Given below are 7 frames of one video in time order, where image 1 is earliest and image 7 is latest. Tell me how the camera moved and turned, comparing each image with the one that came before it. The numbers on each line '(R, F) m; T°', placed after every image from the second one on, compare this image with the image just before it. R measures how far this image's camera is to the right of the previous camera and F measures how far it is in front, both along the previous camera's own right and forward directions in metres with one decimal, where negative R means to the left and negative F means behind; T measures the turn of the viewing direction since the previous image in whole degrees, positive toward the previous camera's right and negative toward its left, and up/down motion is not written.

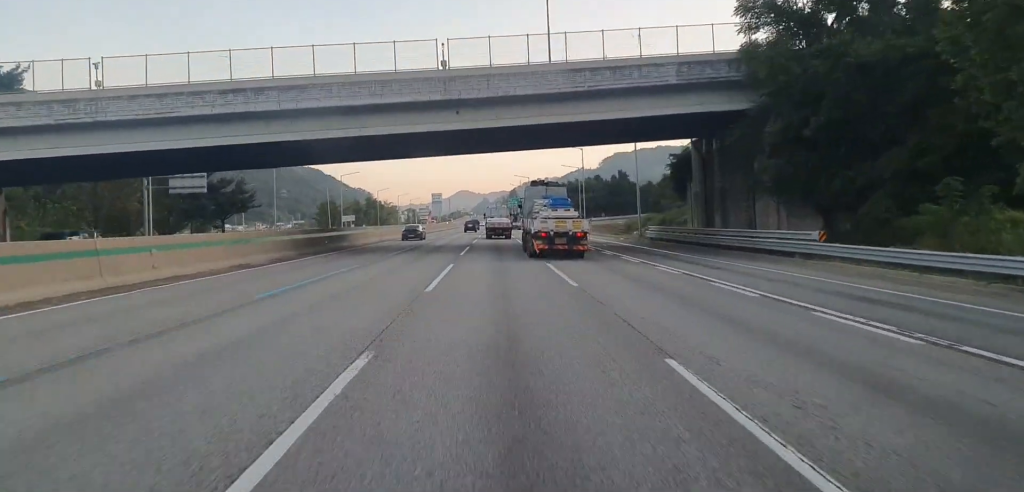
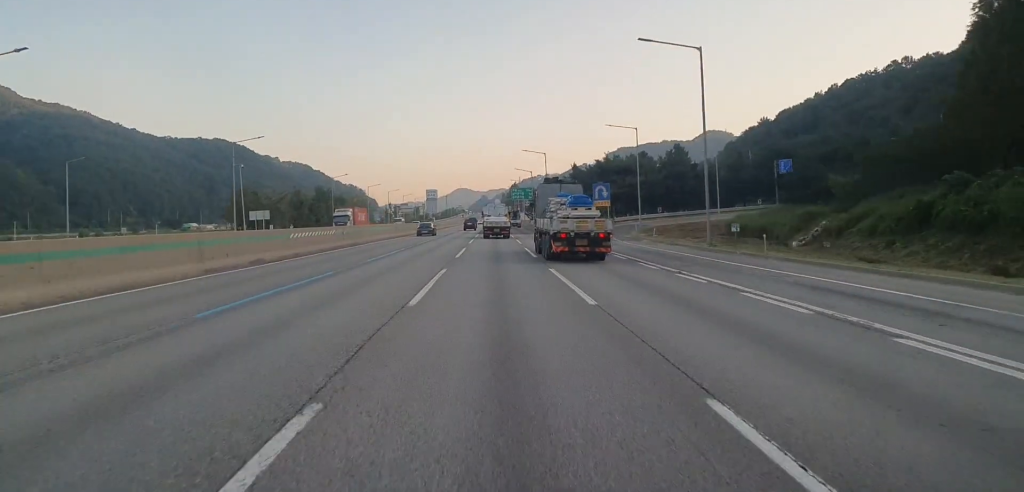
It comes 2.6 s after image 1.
(-0.1, +64.2) m; 0°
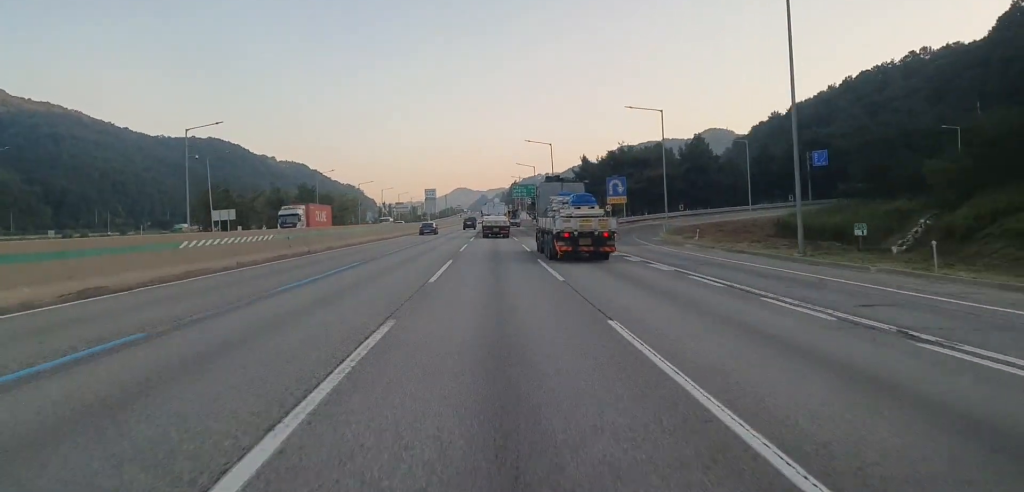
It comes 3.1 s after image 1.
(0.0, +14.3) m; 0°
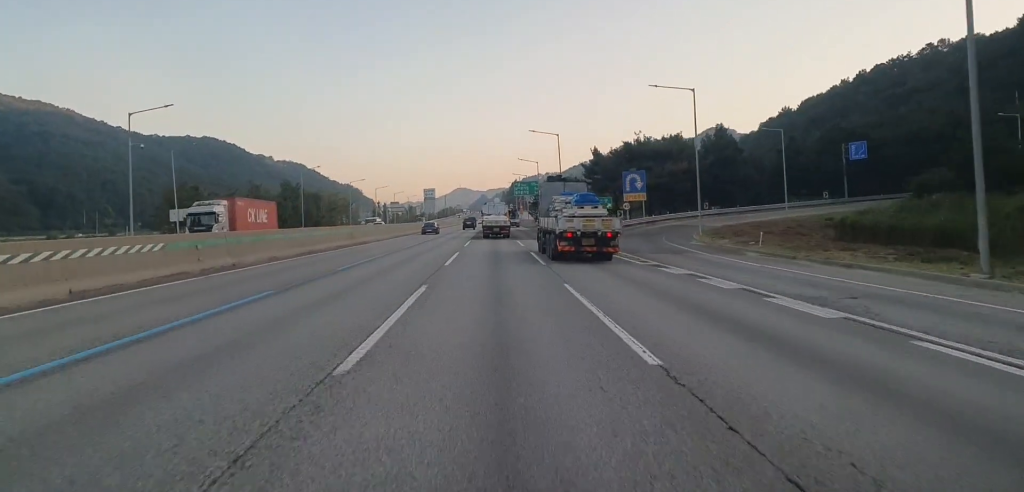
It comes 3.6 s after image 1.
(0.0, +12.5) m; 0°
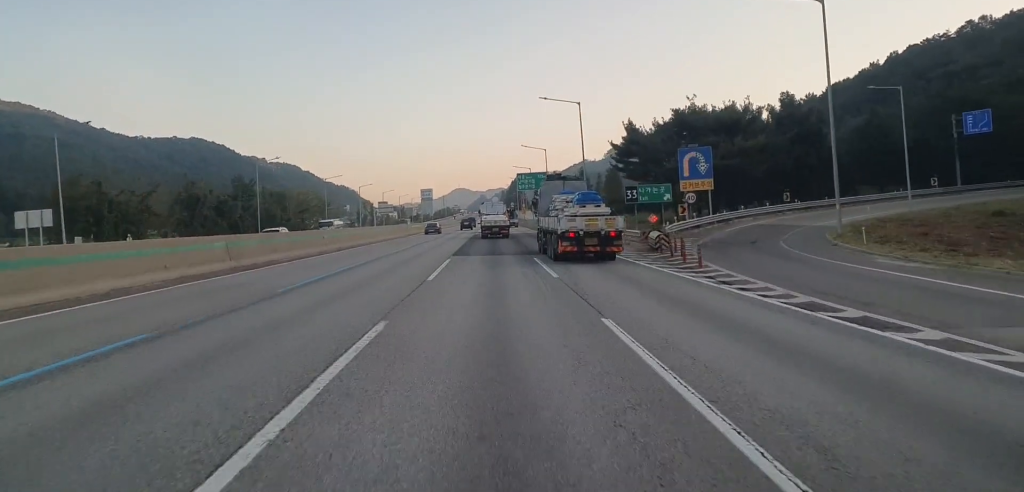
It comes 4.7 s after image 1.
(0.0, +26.6) m; 0°
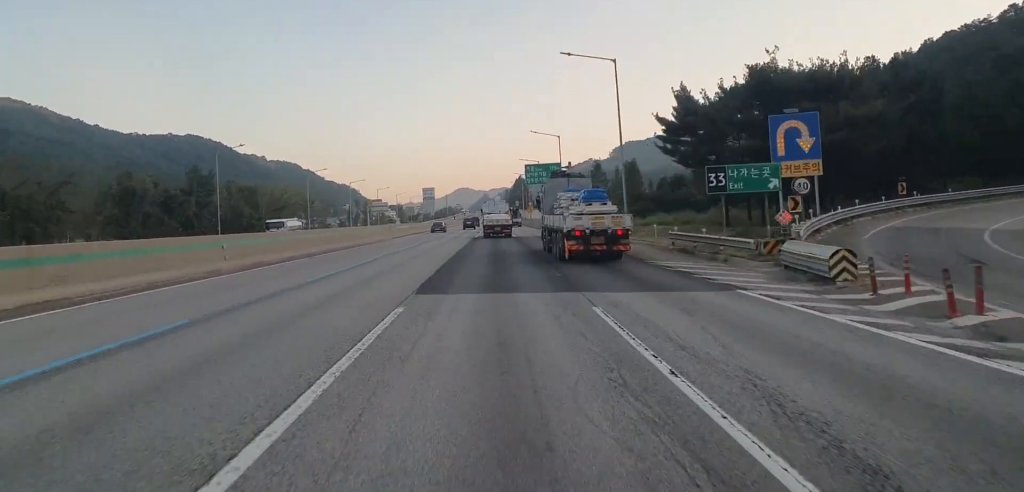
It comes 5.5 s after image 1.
(0.0, +19.8) m; 0°
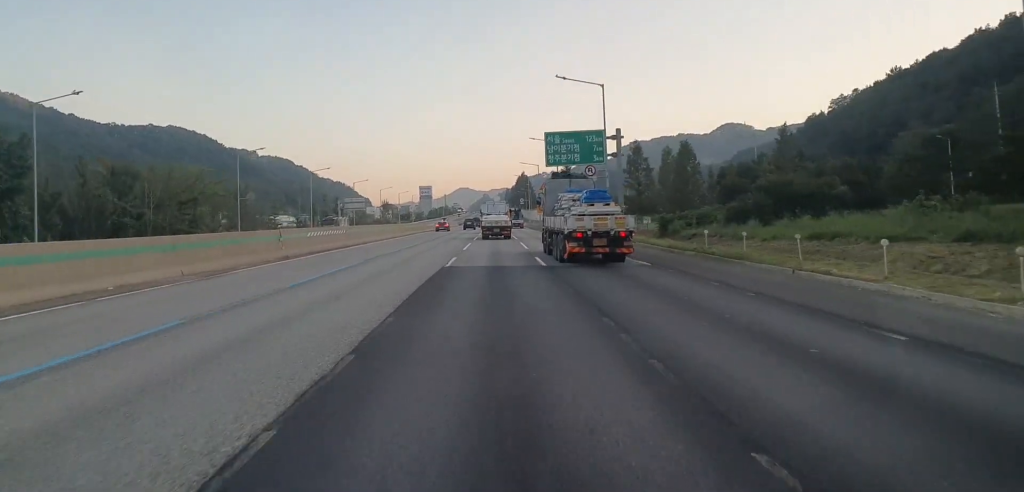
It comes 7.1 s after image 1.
(0.0, +39.4) m; 0°
